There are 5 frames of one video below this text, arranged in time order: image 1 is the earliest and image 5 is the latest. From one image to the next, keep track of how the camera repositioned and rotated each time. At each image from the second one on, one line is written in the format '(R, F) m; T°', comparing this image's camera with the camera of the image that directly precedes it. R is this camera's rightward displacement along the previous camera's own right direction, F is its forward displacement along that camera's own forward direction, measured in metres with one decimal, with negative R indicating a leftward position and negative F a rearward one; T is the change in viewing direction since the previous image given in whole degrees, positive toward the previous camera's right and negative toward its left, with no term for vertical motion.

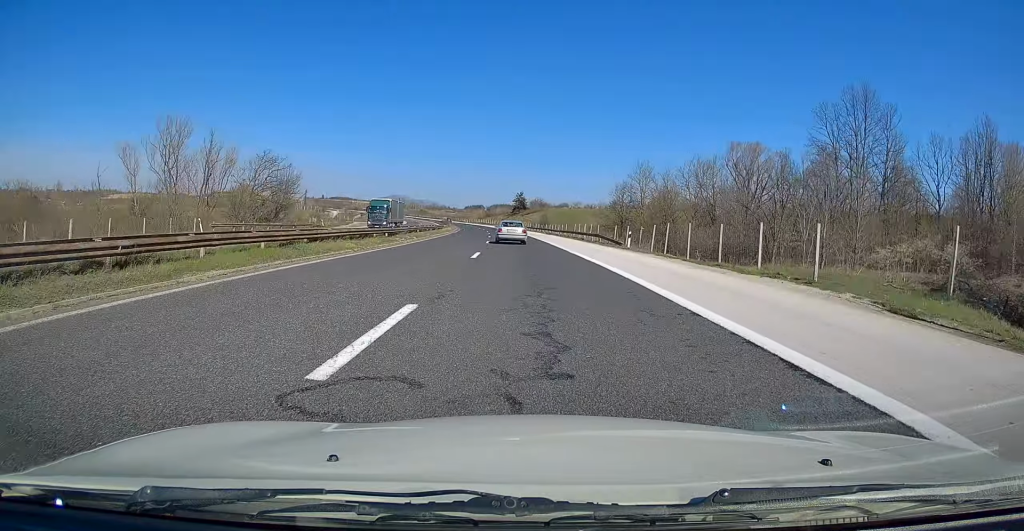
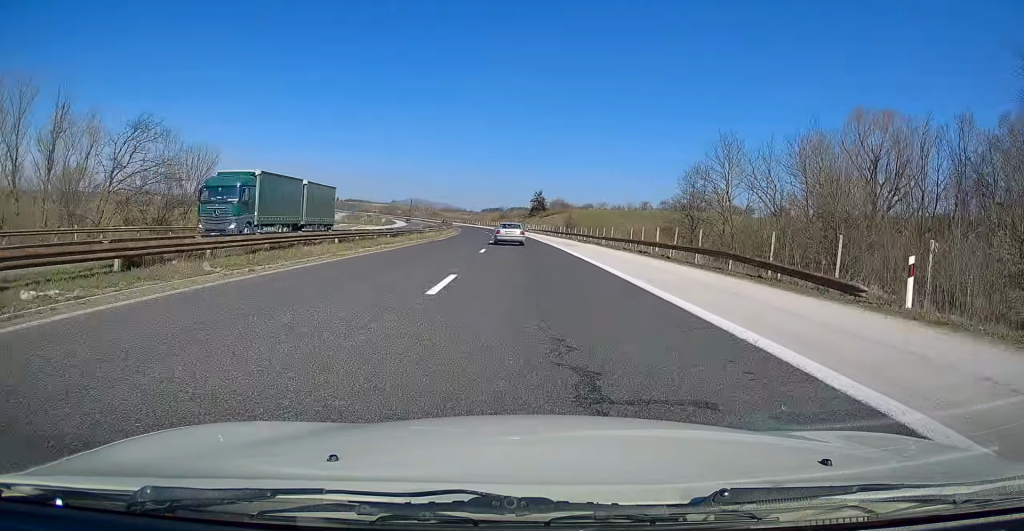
(-0.1, +26.5) m; -1°
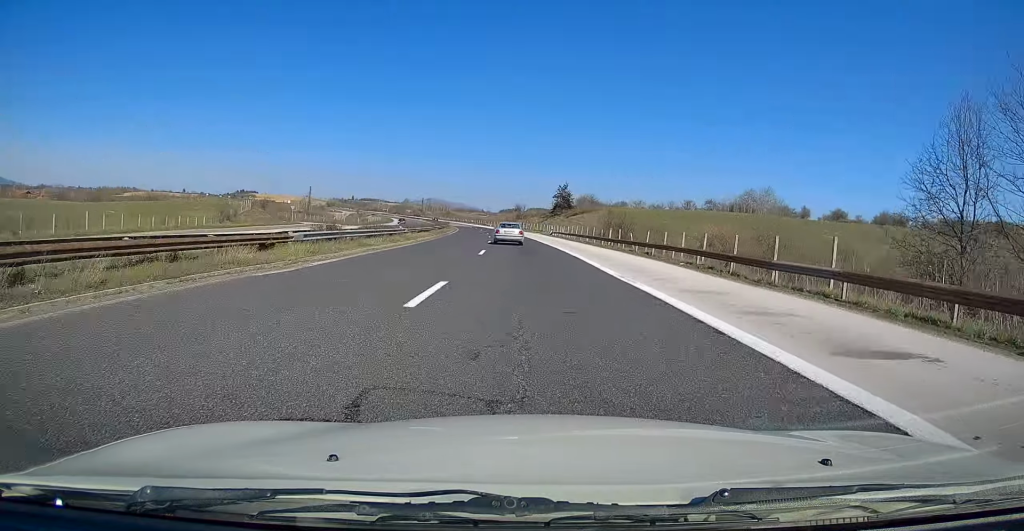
(-0.4, +33.4) m; -2°
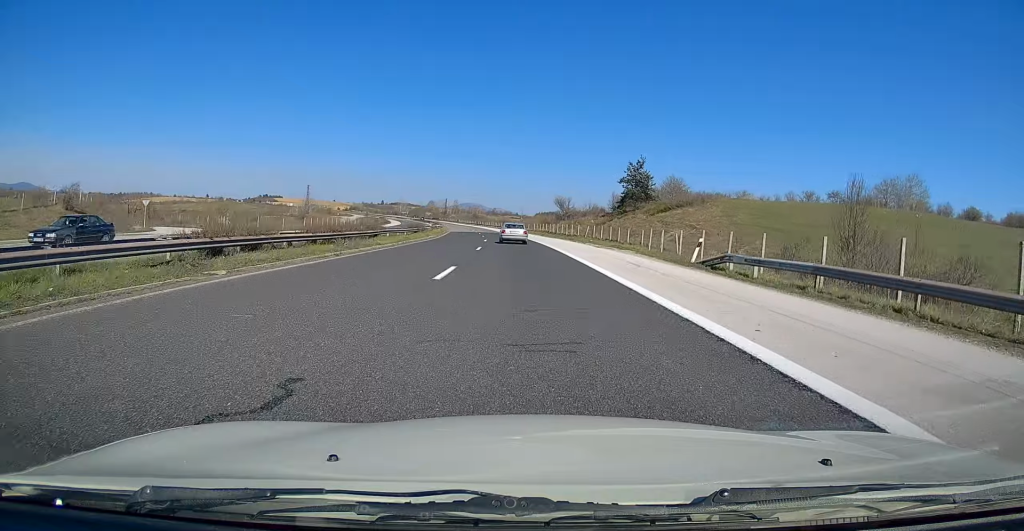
(-1.9, +59.2) m; -3°
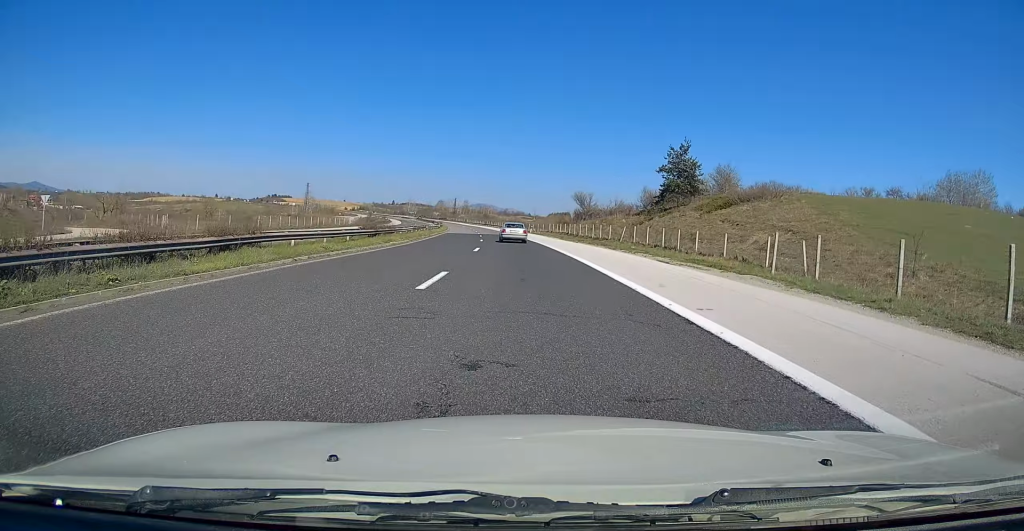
(-0.1, +18.1) m; -1°
